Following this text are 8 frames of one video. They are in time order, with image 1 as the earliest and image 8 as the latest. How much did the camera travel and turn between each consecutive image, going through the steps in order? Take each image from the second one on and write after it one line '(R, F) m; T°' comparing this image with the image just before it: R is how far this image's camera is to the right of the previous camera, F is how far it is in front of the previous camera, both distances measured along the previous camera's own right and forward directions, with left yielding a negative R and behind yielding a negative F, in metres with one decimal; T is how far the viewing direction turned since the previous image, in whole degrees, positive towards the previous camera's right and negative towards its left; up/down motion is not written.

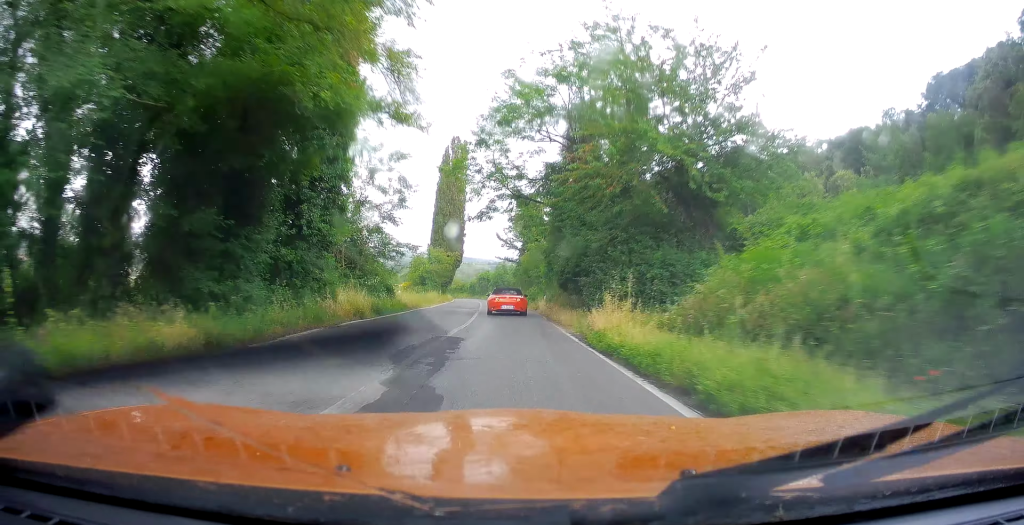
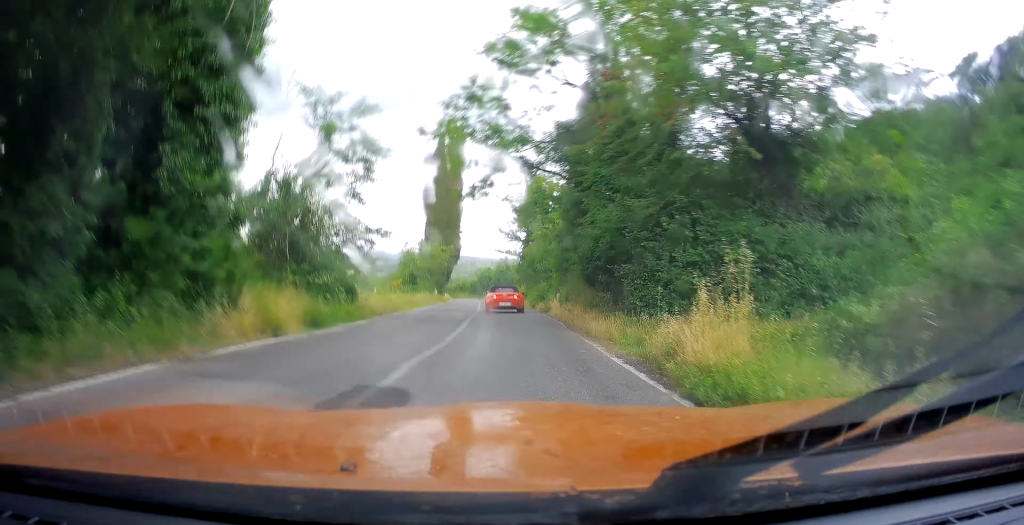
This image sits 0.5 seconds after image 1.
(+0.5, +6.8) m; 0°
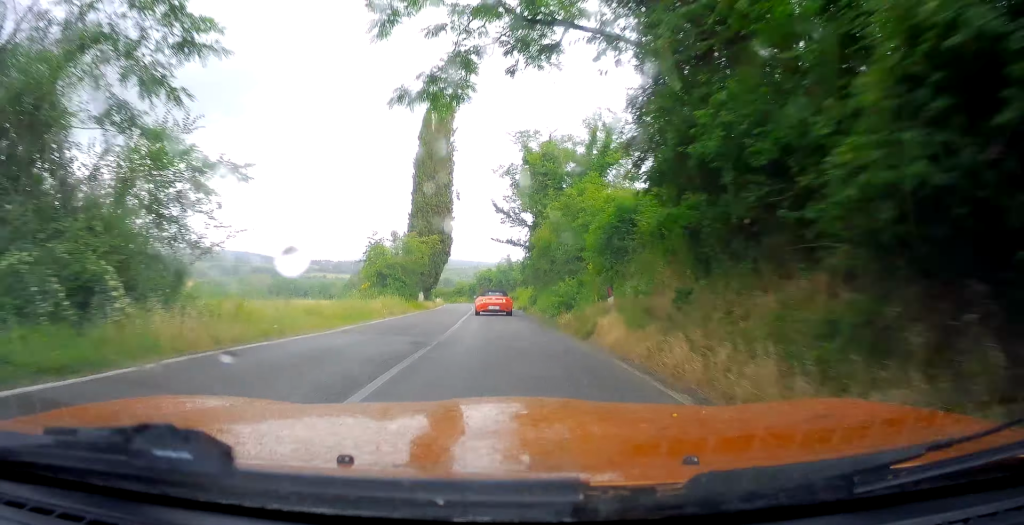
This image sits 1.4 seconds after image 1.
(+0.1, +12.5) m; -2°
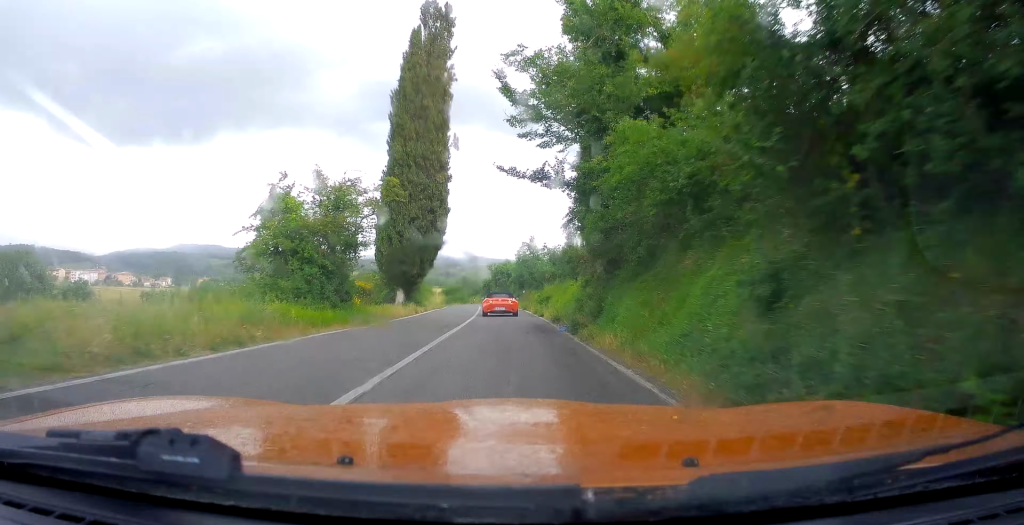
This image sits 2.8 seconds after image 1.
(-0.9, +18.6) m; -3°
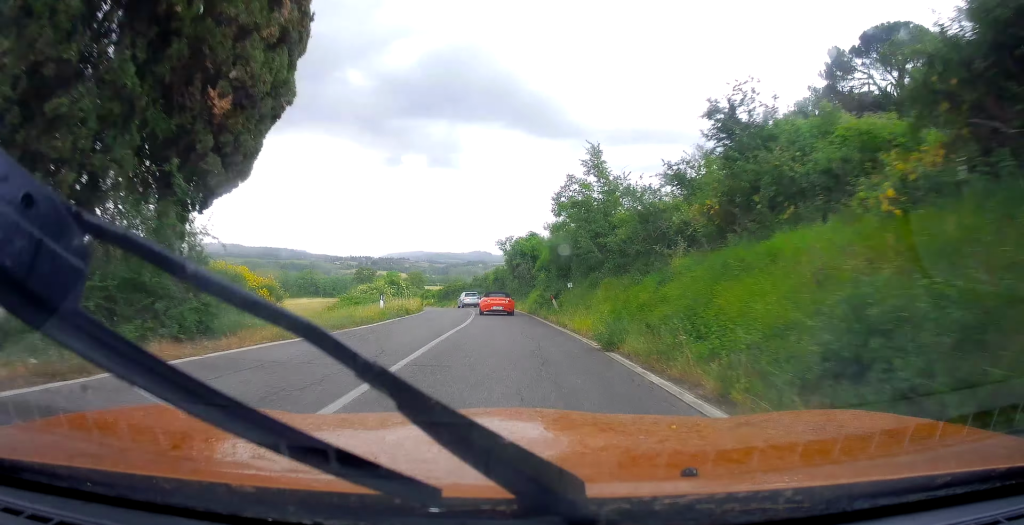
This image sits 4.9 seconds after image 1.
(0.0, +31.5) m; -2°
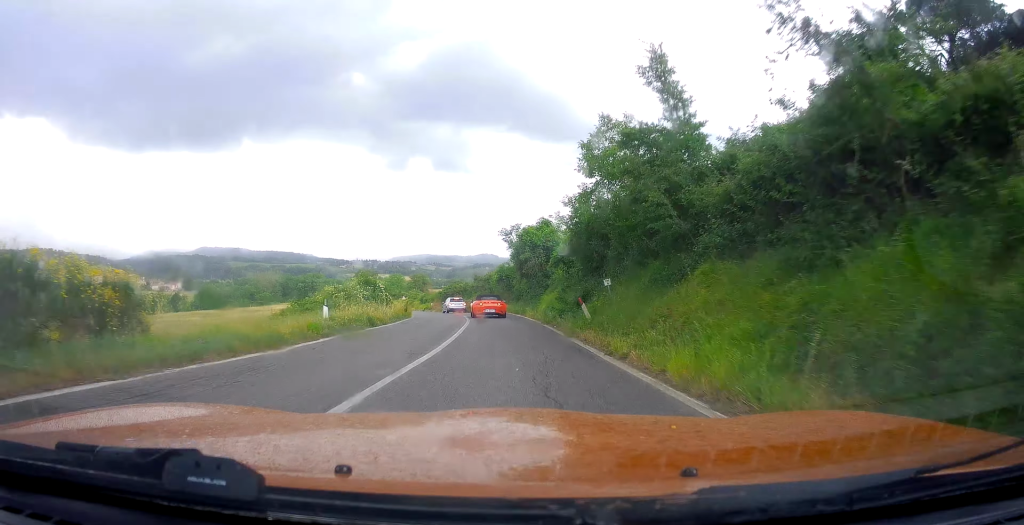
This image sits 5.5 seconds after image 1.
(-0.2, +8.7) m; -1°
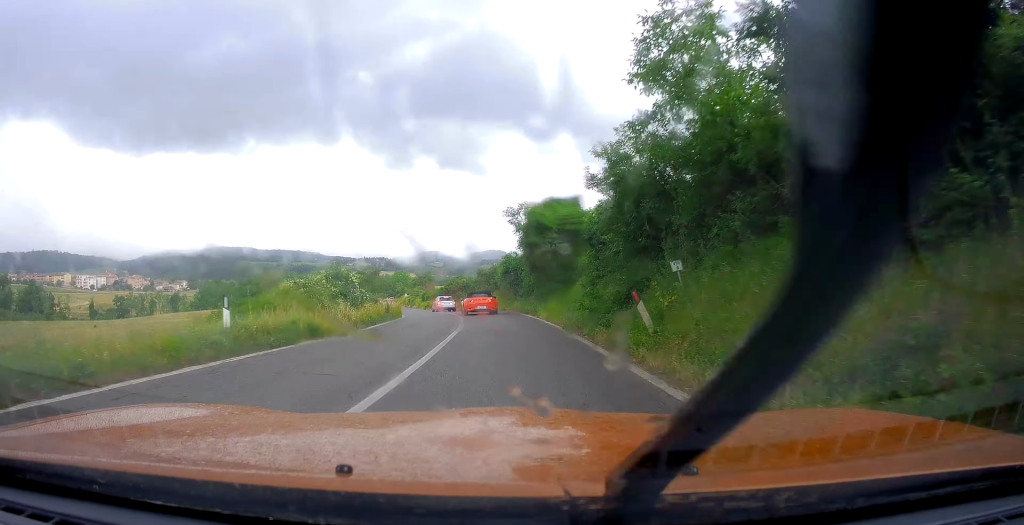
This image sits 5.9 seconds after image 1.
(-0.1, +6.8) m; -1°
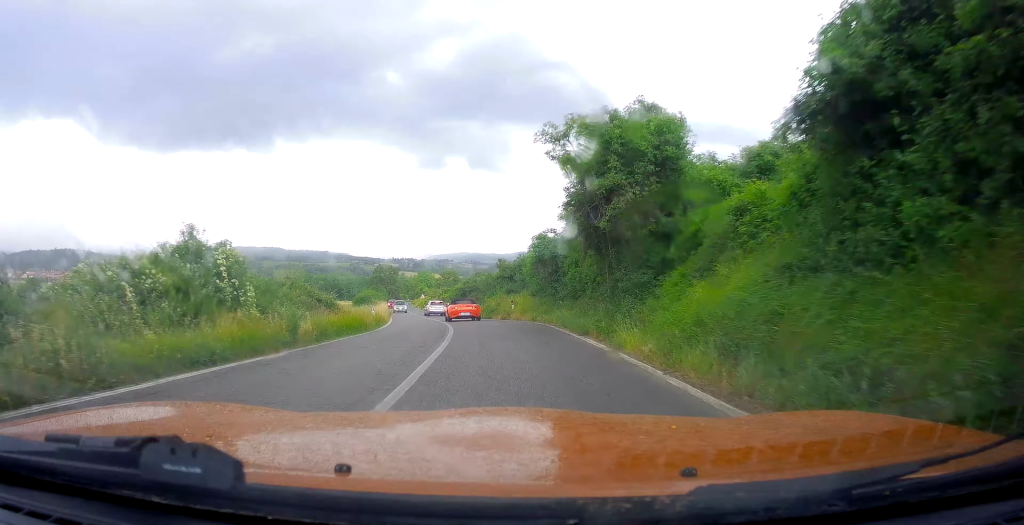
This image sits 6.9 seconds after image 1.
(-0.1, +14.3) m; -4°
